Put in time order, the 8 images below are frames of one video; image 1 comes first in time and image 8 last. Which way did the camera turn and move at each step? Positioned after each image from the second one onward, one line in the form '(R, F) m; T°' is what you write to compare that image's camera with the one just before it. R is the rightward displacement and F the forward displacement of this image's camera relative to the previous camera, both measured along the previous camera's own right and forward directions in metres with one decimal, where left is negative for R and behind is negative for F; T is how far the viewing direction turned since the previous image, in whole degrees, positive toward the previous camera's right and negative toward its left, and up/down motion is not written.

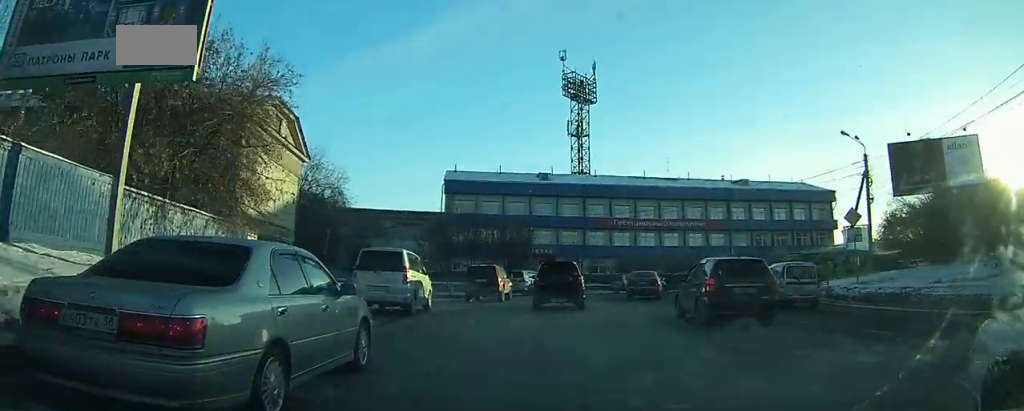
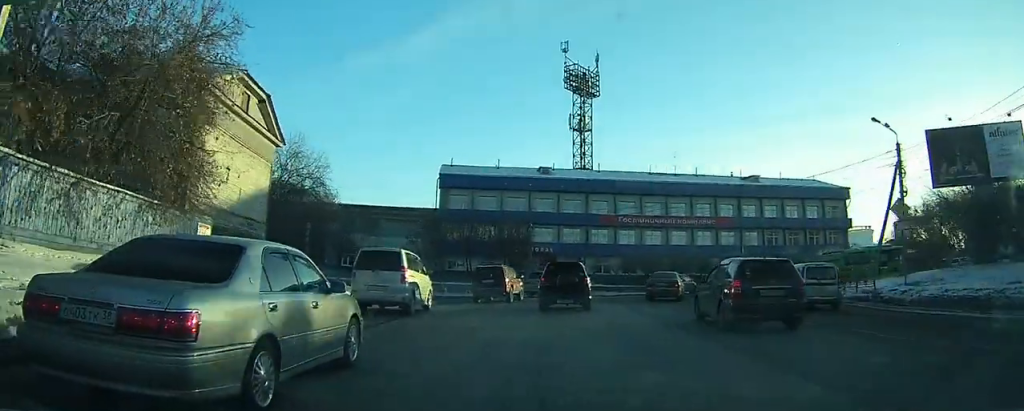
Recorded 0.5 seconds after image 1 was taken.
(0.0, +3.7) m; 0°
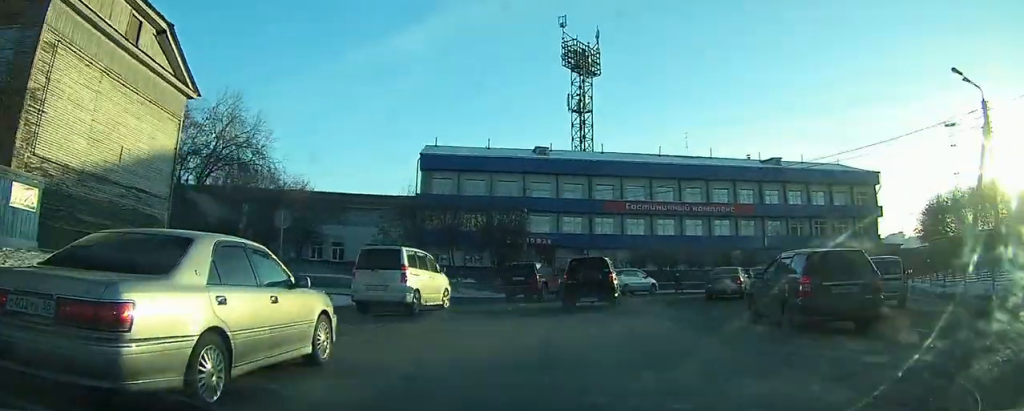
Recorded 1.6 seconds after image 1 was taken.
(0.0, +8.2) m; -1°
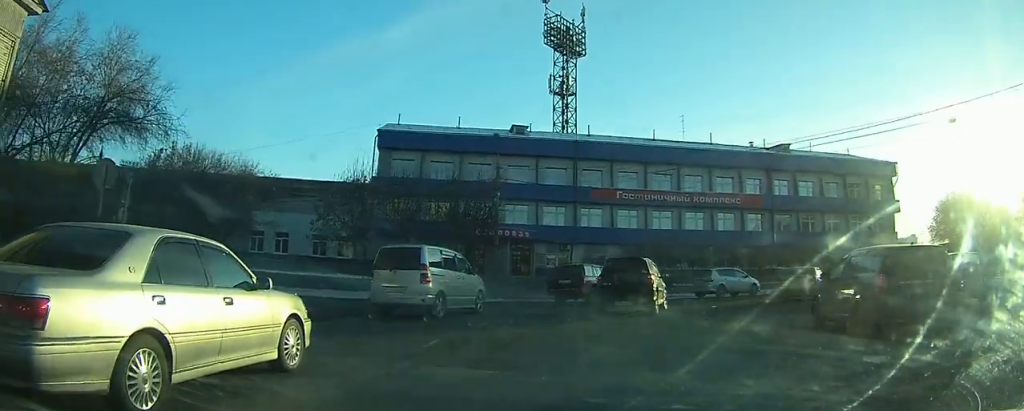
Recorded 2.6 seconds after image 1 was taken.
(0.0, +8.4) m; +2°
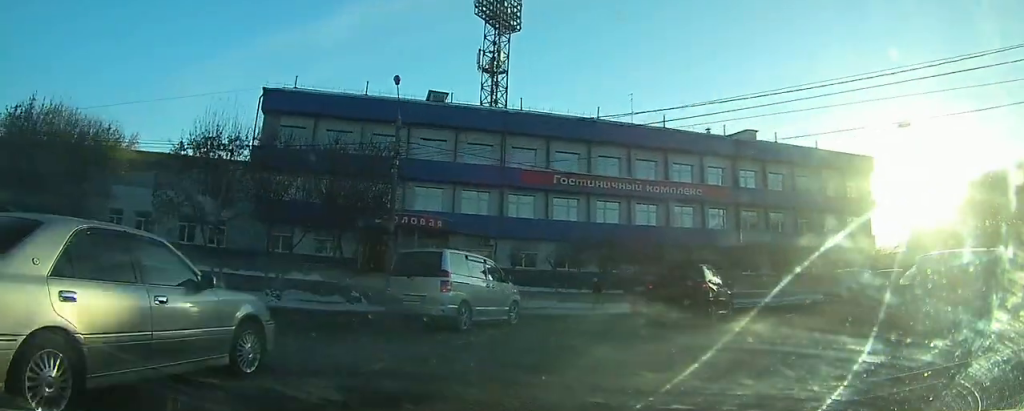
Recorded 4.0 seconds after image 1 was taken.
(+0.4, +10.5) m; +7°
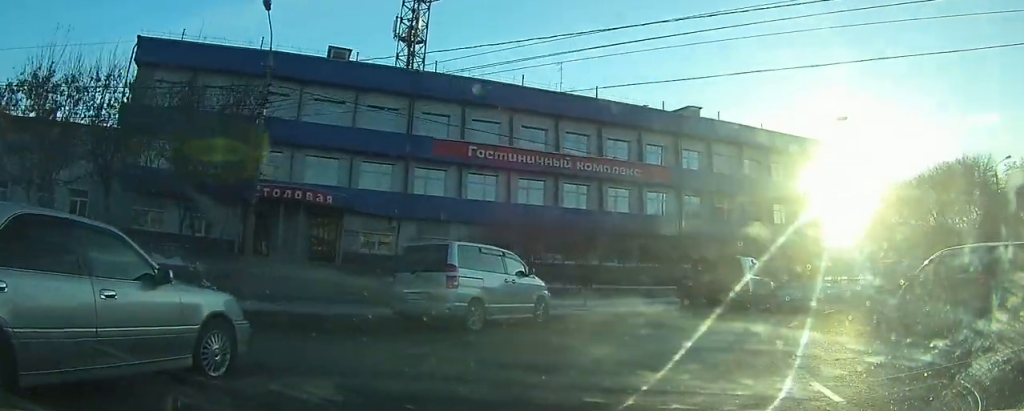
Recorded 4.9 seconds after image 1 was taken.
(+0.4, +6.6) m; +5°
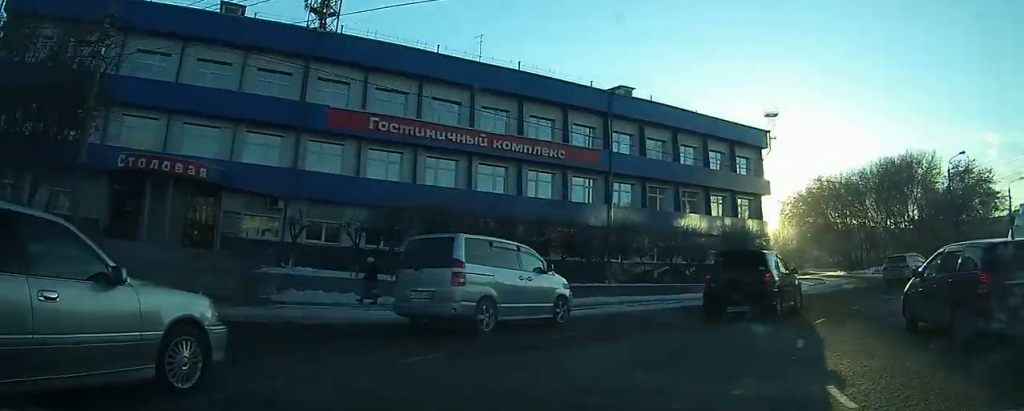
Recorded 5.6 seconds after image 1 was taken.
(+0.2, +5.0) m; +5°
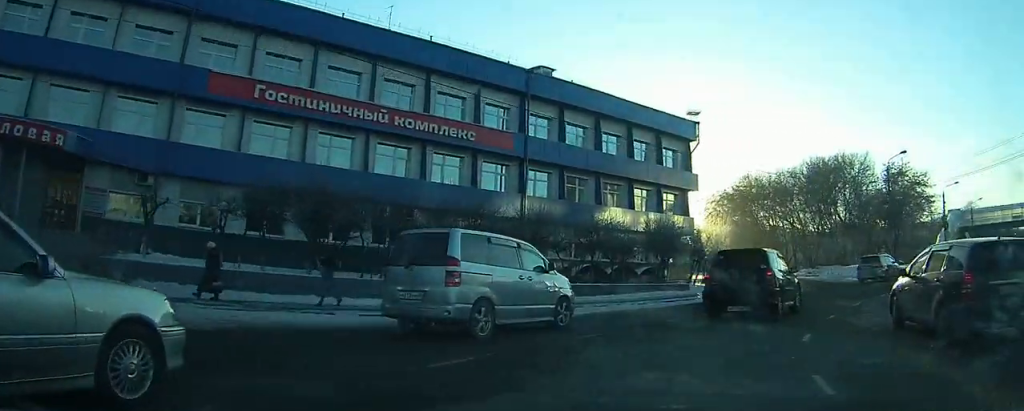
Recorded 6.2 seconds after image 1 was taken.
(-0.2, +4.0) m; +7°
